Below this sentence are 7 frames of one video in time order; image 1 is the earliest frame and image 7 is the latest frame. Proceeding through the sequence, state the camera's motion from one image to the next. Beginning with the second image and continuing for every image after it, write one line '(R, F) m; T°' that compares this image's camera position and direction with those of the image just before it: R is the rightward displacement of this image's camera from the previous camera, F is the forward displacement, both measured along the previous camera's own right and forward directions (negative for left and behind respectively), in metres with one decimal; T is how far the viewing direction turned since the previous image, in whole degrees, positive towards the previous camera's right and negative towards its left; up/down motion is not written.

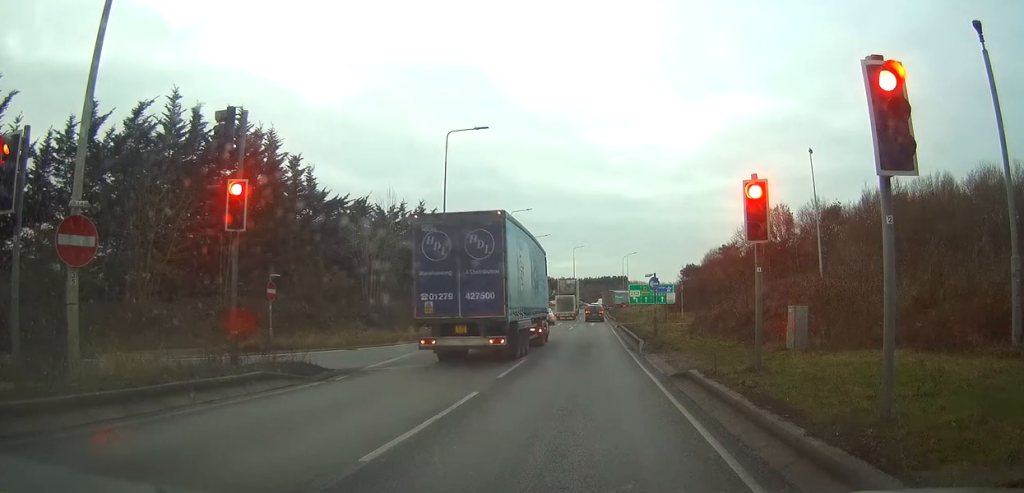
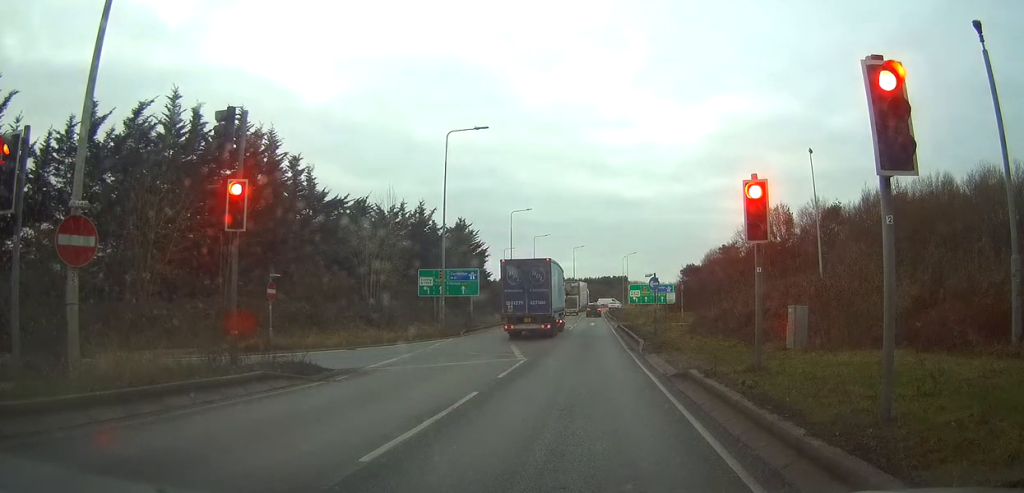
(0.0, 0.0) m; 0°
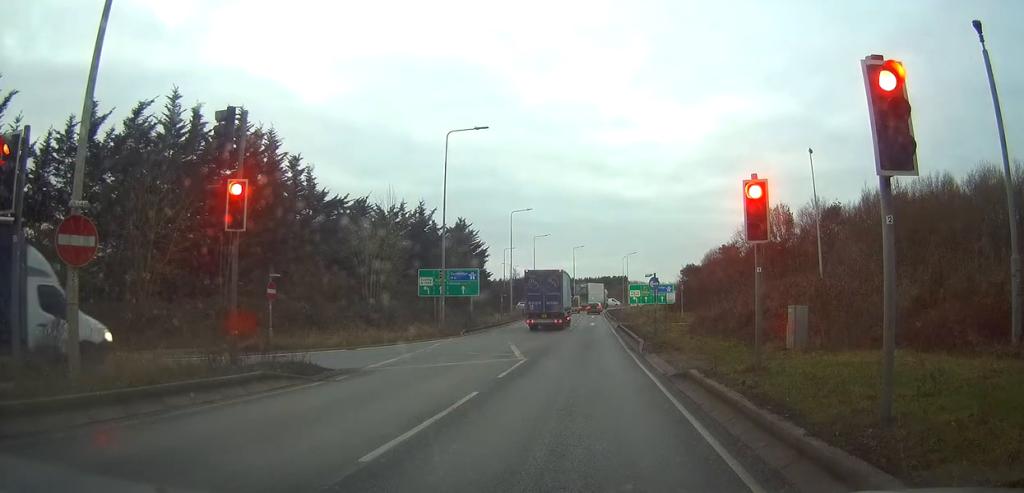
(0.0, 0.0) m; 0°
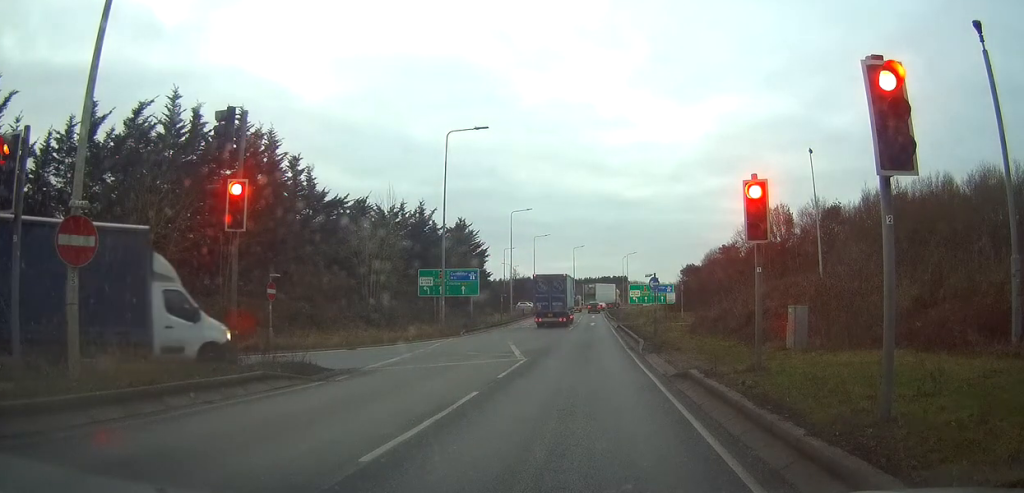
(0.0, 0.0) m; 0°
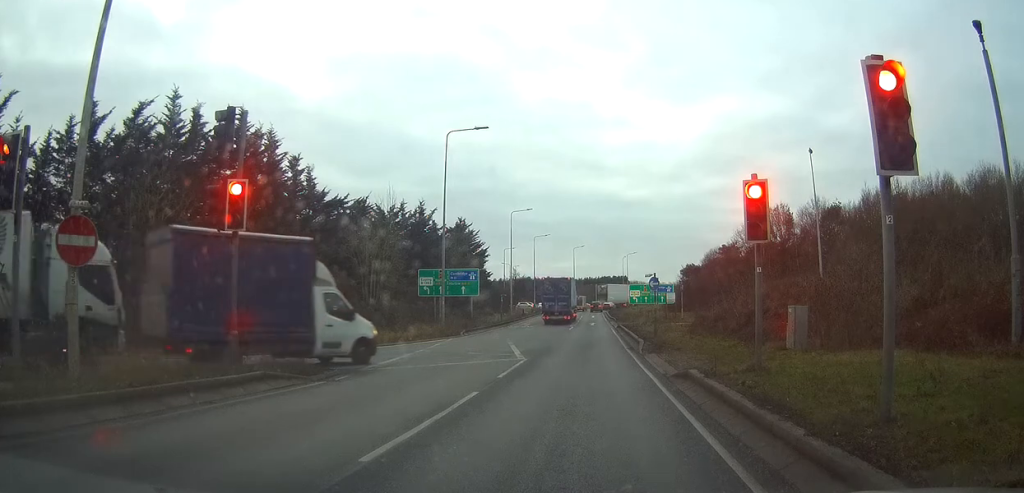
(0.0, 0.0) m; 0°
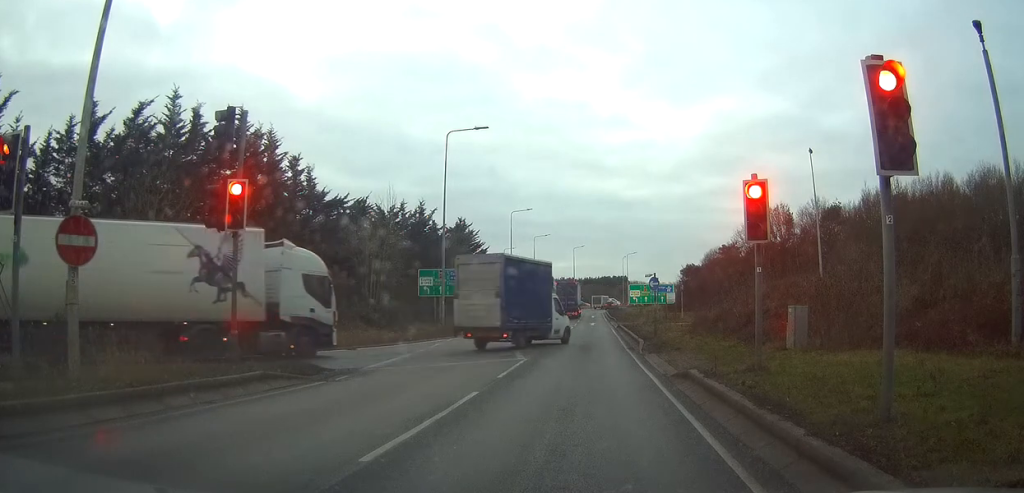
(0.0, 0.0) m; 0°
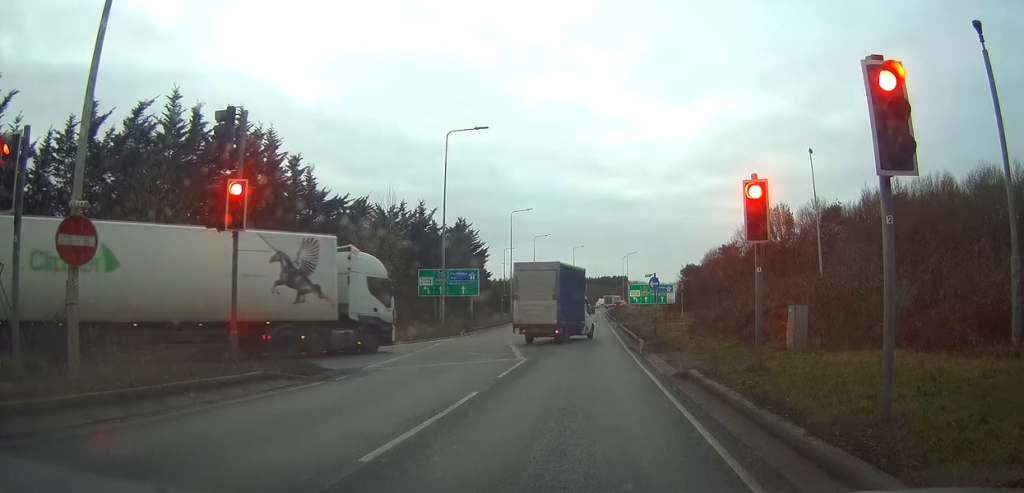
(0.0, 0.0) m; 0°
